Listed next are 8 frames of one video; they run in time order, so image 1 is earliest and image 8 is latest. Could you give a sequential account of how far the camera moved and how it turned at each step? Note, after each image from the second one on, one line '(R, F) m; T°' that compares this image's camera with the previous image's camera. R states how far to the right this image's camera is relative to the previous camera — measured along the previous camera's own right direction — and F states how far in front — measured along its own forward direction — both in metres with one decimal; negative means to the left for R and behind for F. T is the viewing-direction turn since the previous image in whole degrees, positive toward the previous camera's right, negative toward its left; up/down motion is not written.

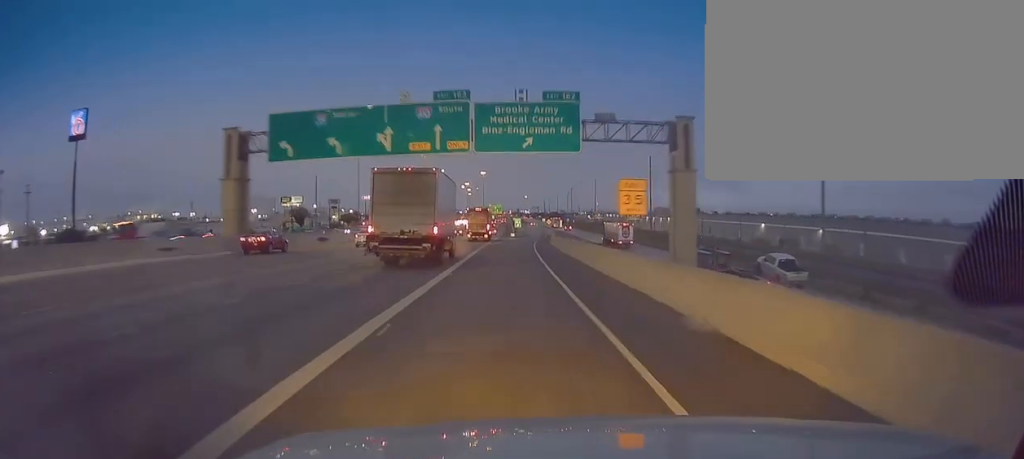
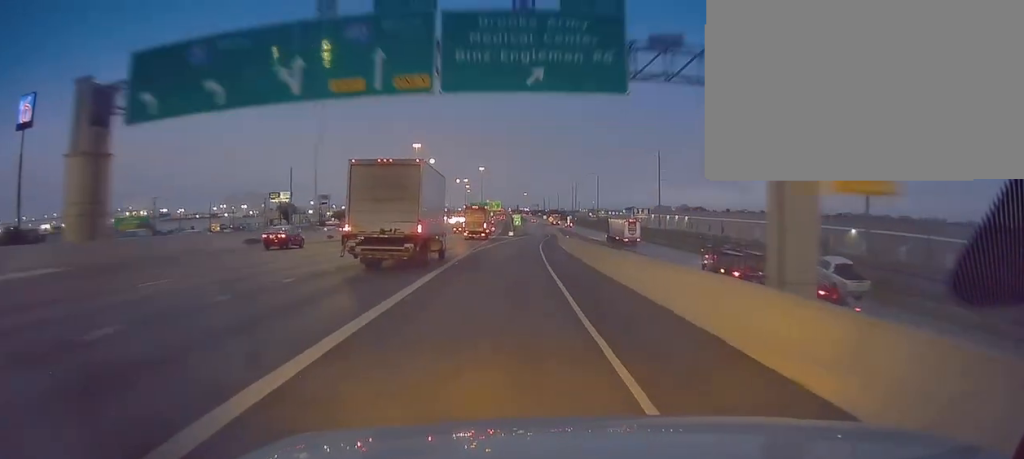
(0.0, +19.1) m; 0°
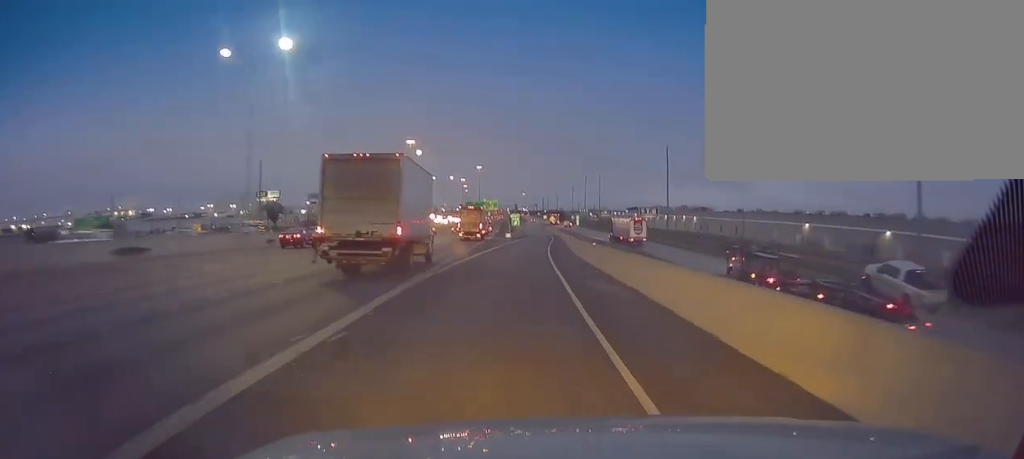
(-0.1, +18.0) m; +1°
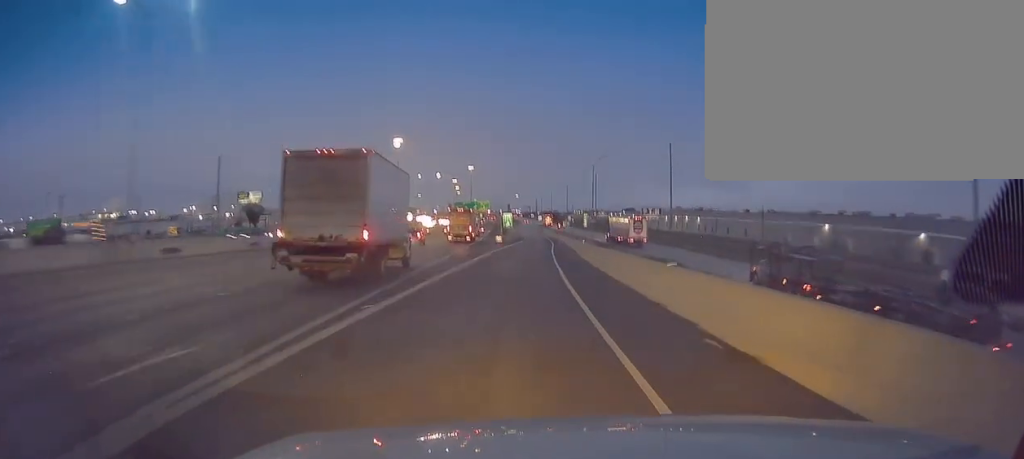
(+0.2, +17.0) m; 0°
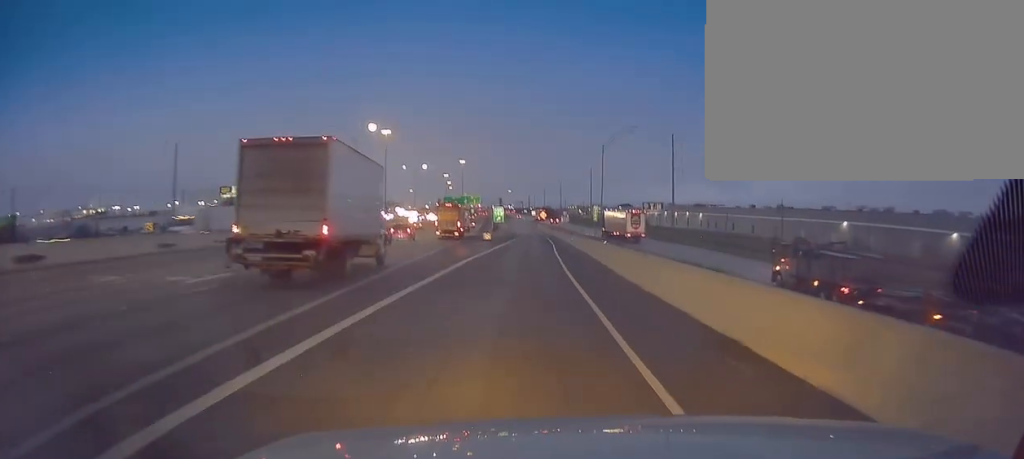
(+0.1, +15.1) m; 0°
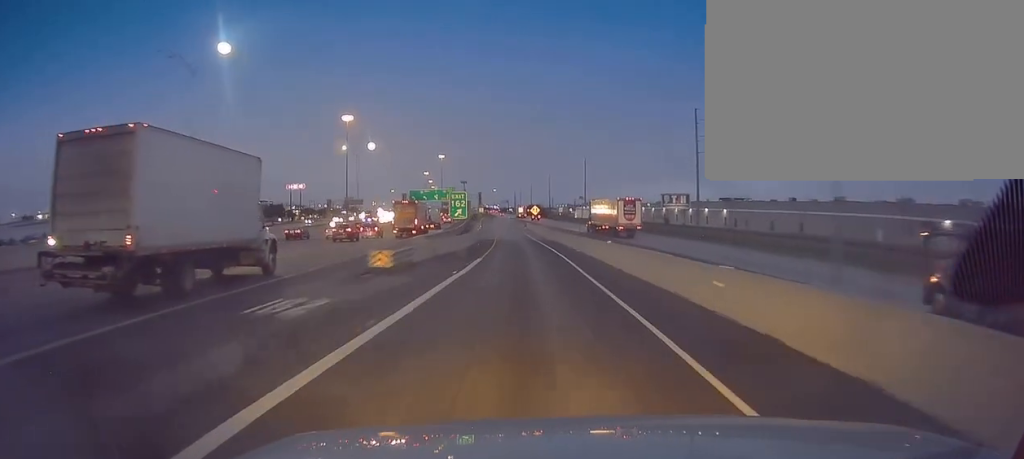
(-0.3, +48.9) m; 0°
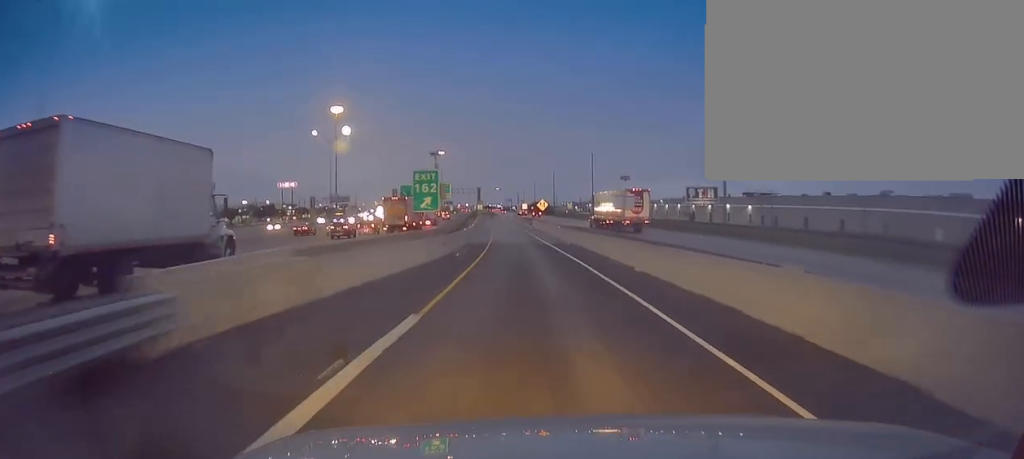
(+0.3, +21.4) m; 0°
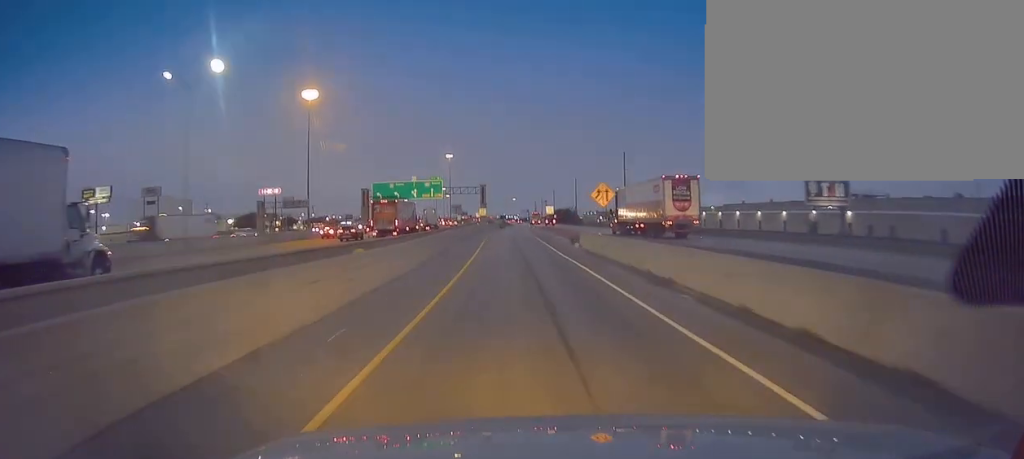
(-0.9, +54.0) m; -1°
